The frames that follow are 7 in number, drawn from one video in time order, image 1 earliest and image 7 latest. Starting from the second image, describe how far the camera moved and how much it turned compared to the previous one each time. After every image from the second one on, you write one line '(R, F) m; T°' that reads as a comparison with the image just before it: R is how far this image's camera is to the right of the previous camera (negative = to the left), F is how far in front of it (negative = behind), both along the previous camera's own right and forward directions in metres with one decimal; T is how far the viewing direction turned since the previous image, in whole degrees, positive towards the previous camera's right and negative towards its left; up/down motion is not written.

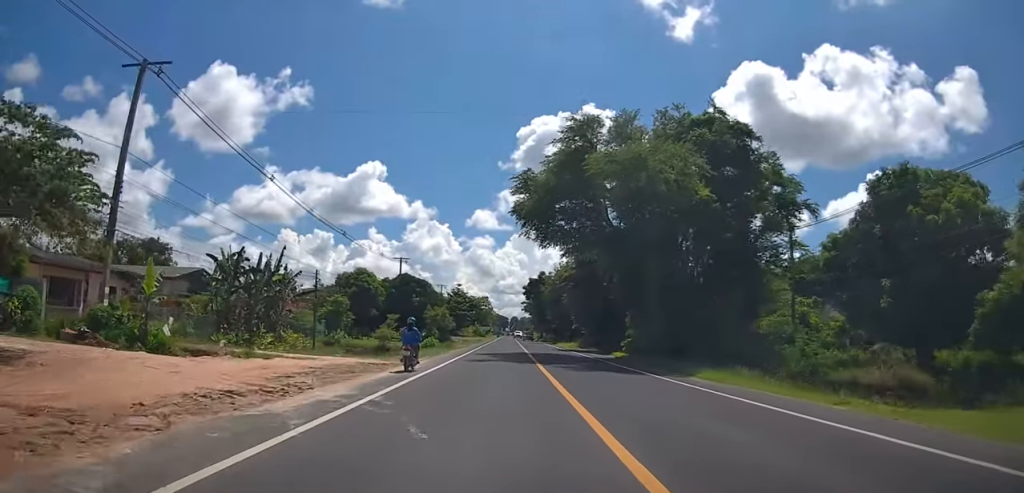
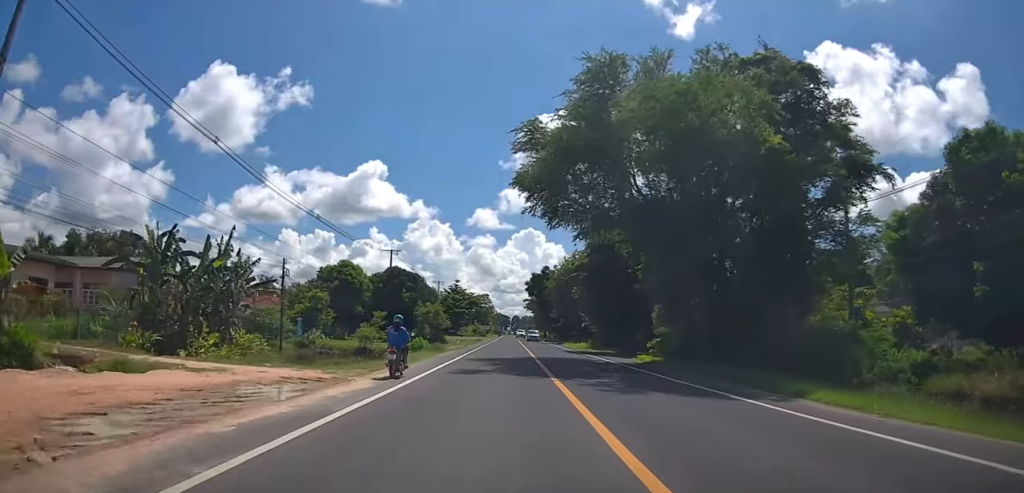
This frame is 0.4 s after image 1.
(-0.3, +7.3) m; 0°
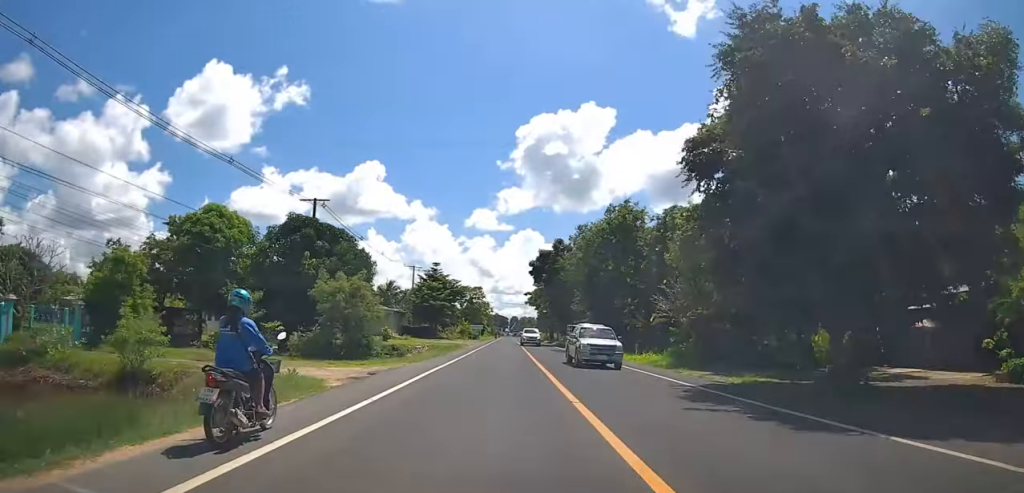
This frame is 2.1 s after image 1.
(+0.2, +29.1) m; 0°
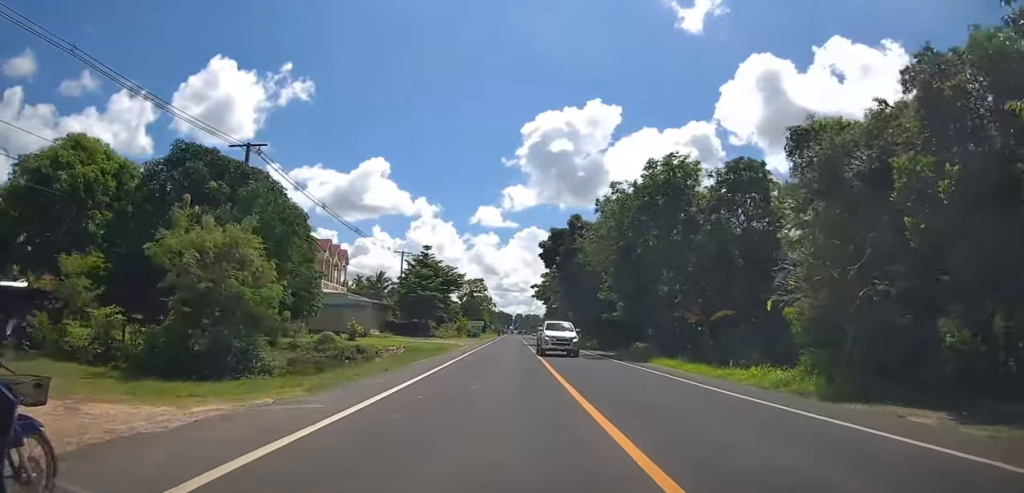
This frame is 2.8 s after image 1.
(-0.6, +13.1) m; 0°
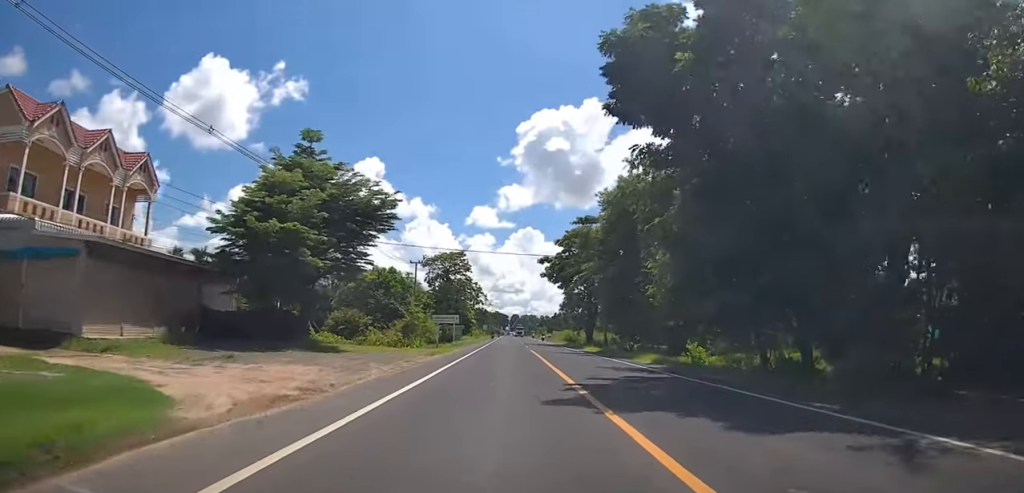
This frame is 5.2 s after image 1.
(+1.5, +39.8) m; 0°
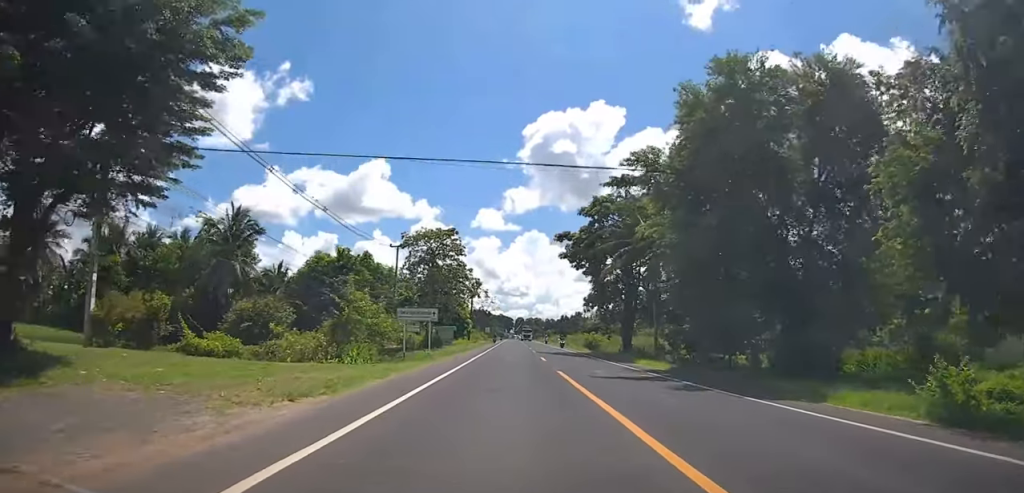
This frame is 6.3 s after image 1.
(-0.7, +18.3) m; 0°
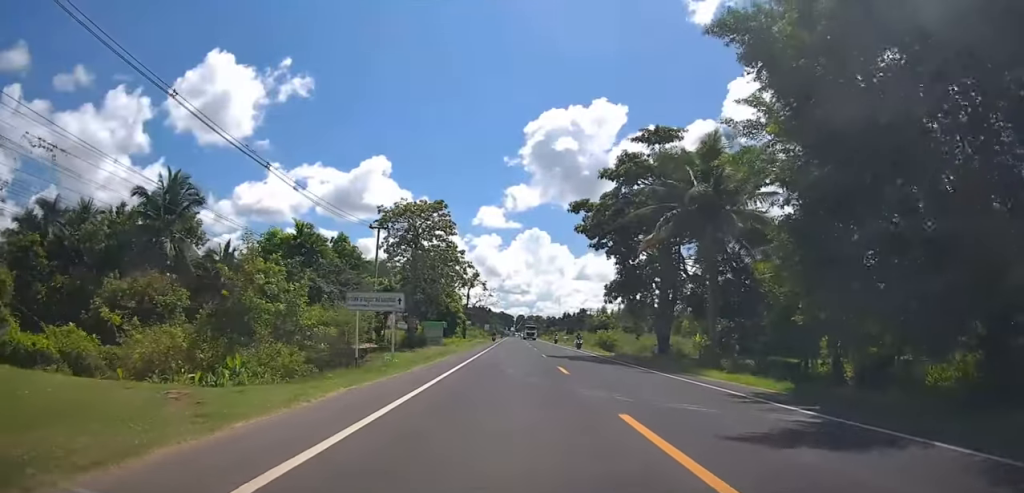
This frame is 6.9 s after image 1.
(+0.5, +10.8) m; 0°
